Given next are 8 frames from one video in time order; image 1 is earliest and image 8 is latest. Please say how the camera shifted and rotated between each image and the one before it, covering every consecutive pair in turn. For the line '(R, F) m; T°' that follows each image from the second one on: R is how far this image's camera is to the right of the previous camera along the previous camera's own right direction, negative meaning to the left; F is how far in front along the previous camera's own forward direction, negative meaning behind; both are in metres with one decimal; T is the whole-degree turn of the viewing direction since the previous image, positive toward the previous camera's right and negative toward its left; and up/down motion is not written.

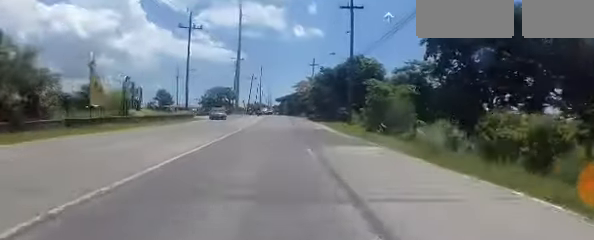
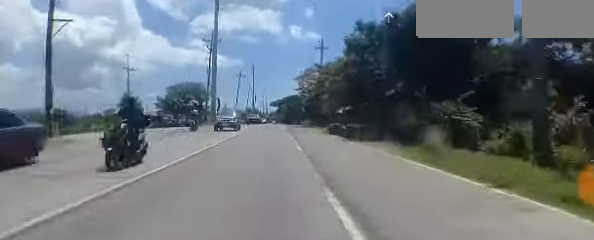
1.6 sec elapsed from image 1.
(-0.5, +25.2) m; -1°
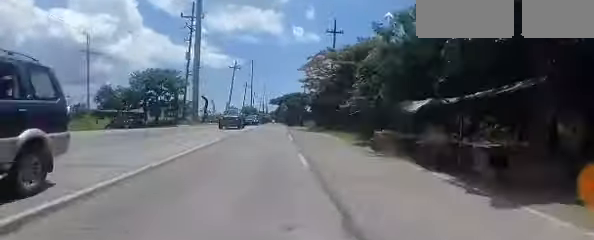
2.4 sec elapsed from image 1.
(+0.4, +12.1) m; 0°
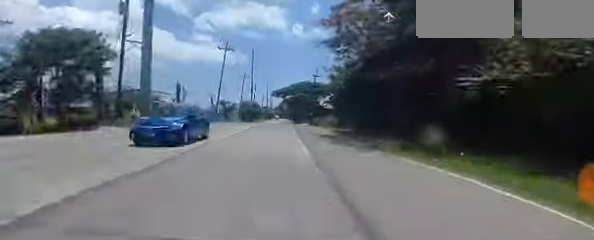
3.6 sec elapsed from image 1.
(-0.3, +18.6) m; 0°
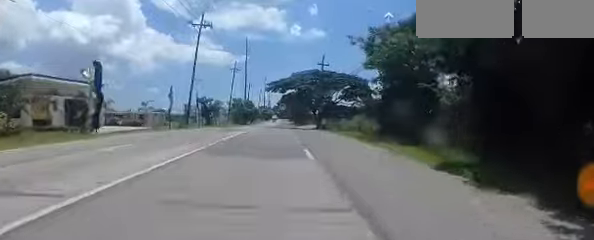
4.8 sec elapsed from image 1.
(+0.2, +17.2) m; 0°
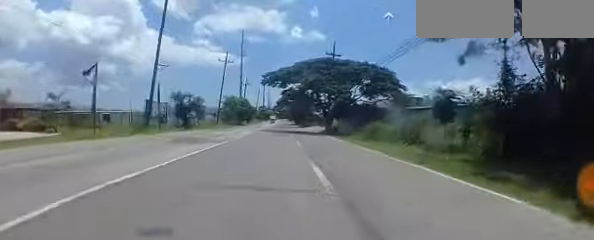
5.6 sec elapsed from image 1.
(-0.3, +12.5) m; 0°
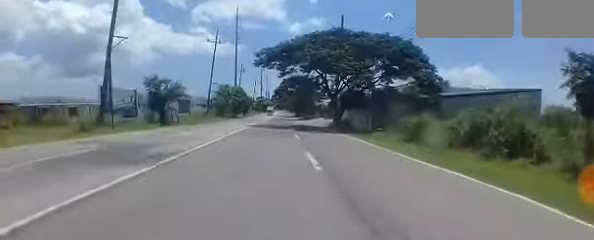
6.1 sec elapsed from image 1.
(+0.3, +7.3) m; +1°
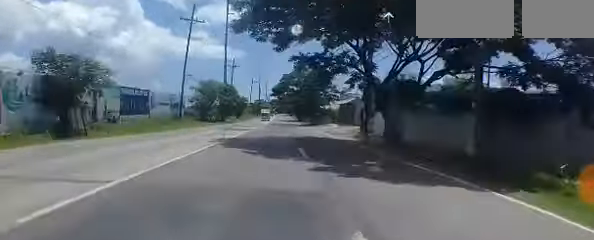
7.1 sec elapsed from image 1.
(+0.1, +15.3) m; +1°
